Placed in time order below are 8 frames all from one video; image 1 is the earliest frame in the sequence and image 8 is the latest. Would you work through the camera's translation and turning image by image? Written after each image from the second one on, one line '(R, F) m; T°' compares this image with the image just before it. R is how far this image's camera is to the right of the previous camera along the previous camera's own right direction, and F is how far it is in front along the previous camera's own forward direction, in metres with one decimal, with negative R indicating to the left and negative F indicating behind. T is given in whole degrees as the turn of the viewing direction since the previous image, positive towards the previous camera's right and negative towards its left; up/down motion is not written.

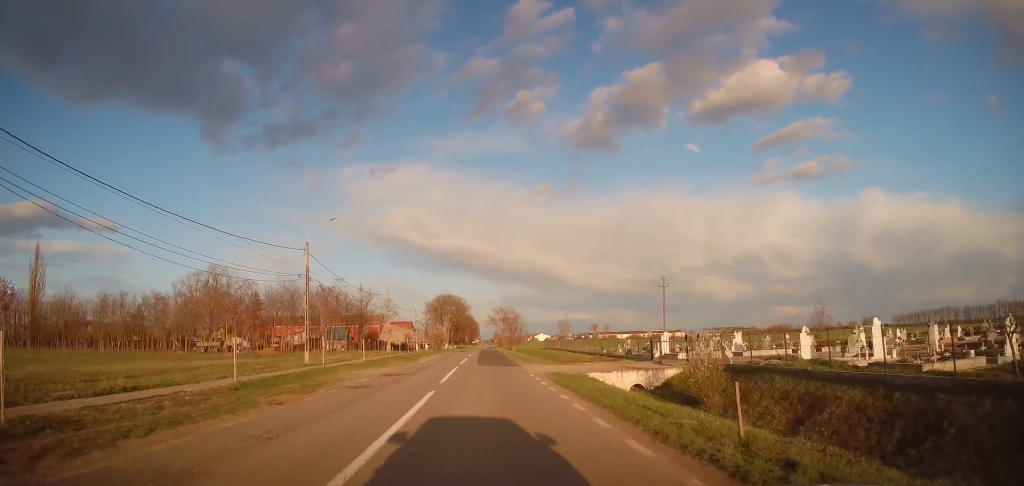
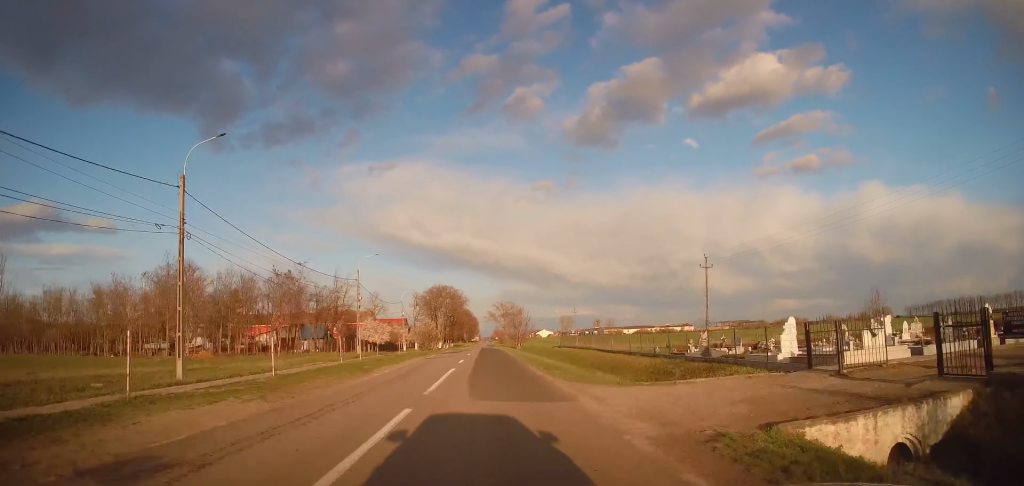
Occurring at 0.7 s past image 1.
(+0.2, +15.6) m; +1°
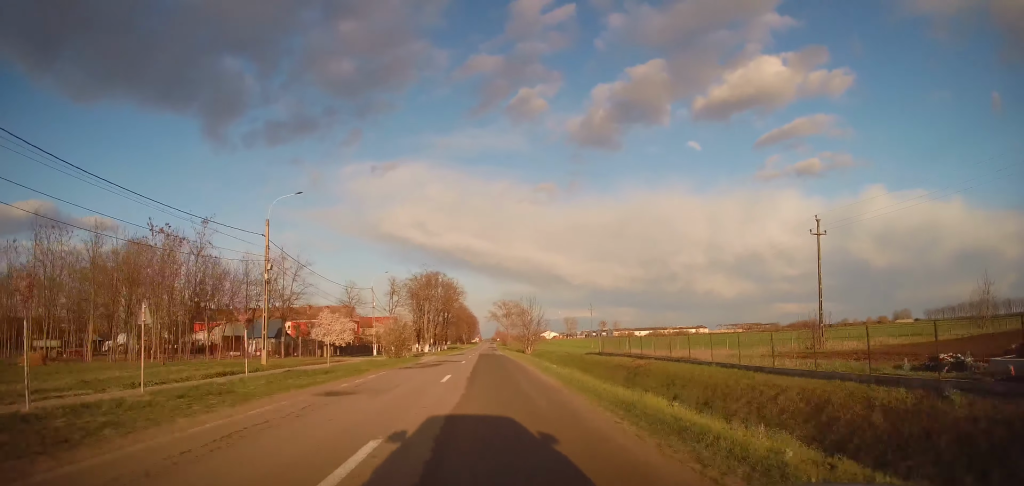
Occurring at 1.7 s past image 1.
(+0.3, +22.7) m; +1°
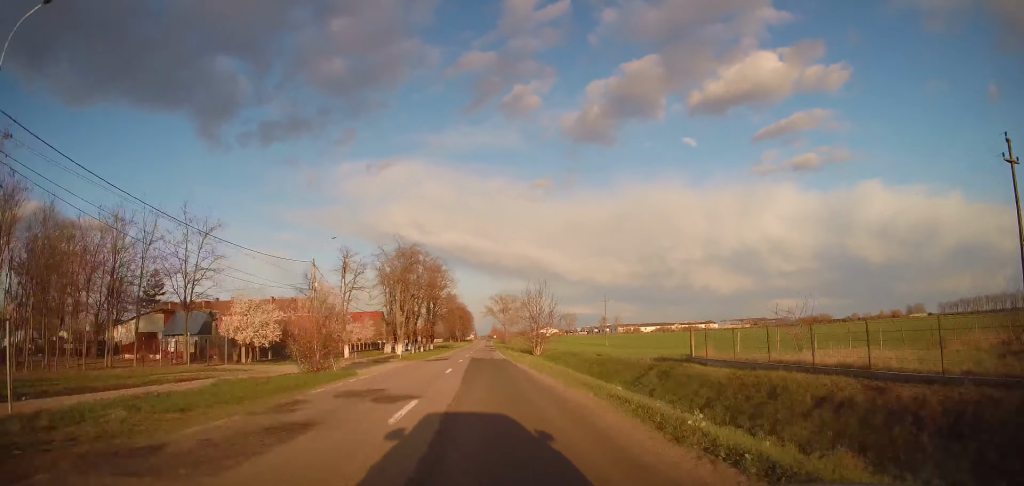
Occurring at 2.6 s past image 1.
(0.0, +20.0) m; 0°
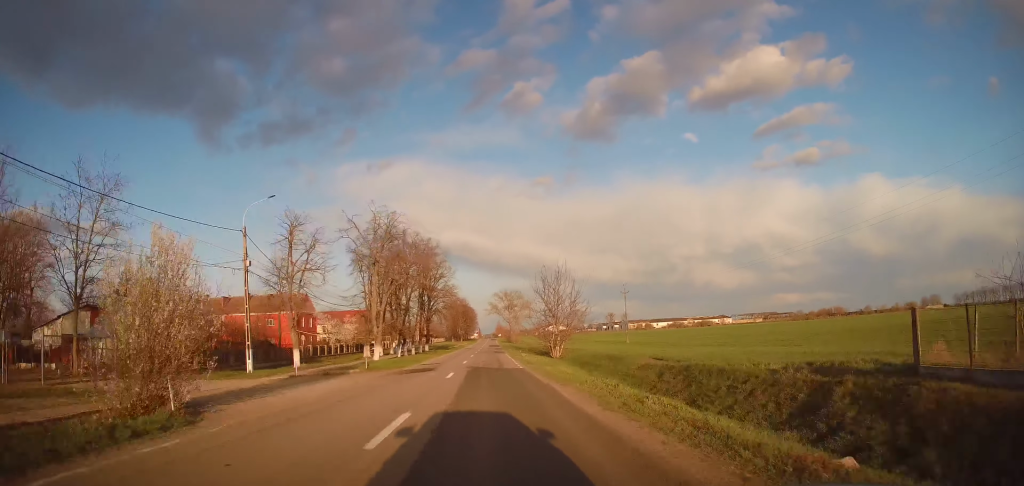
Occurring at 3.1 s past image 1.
(+0.1, +13.2) m; -1°
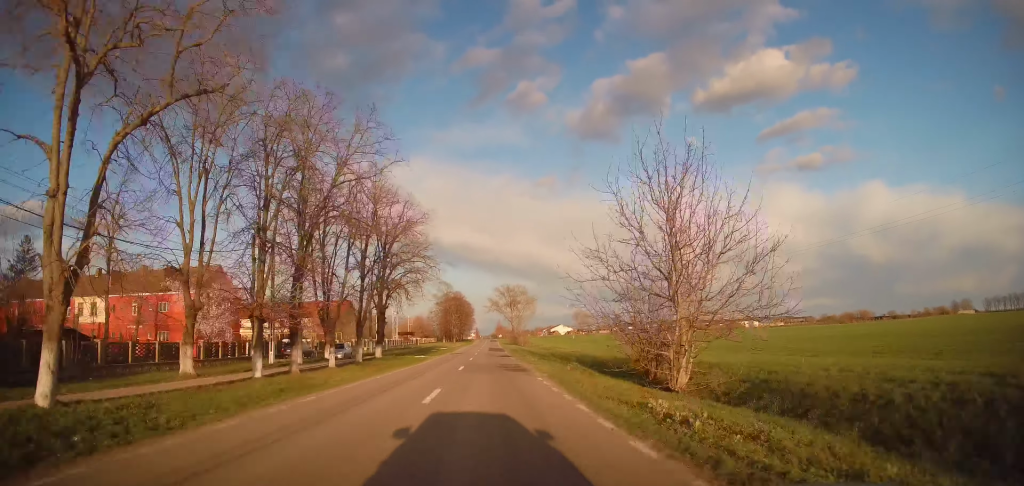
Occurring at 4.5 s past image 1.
(-0.5, +32.6) m; 0°
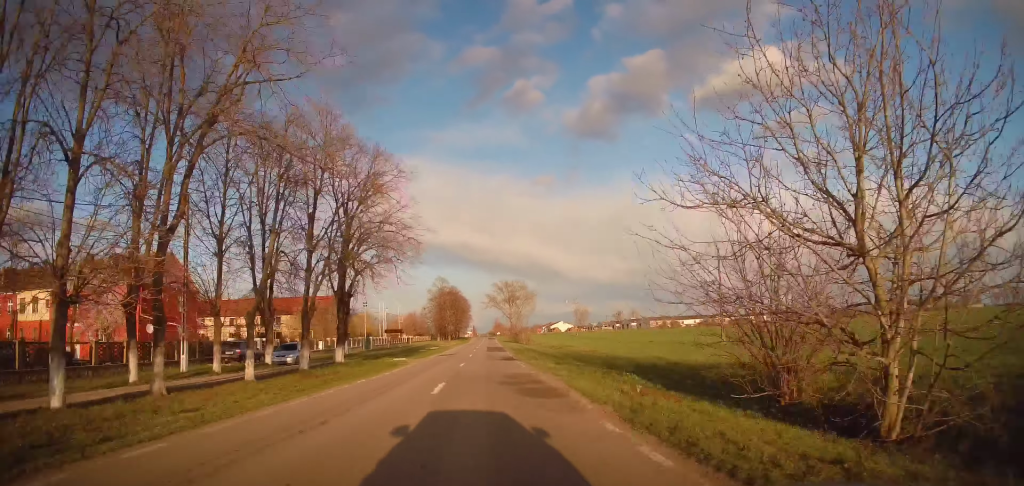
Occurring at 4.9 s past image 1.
(+0.2, +10.5) m; +1°
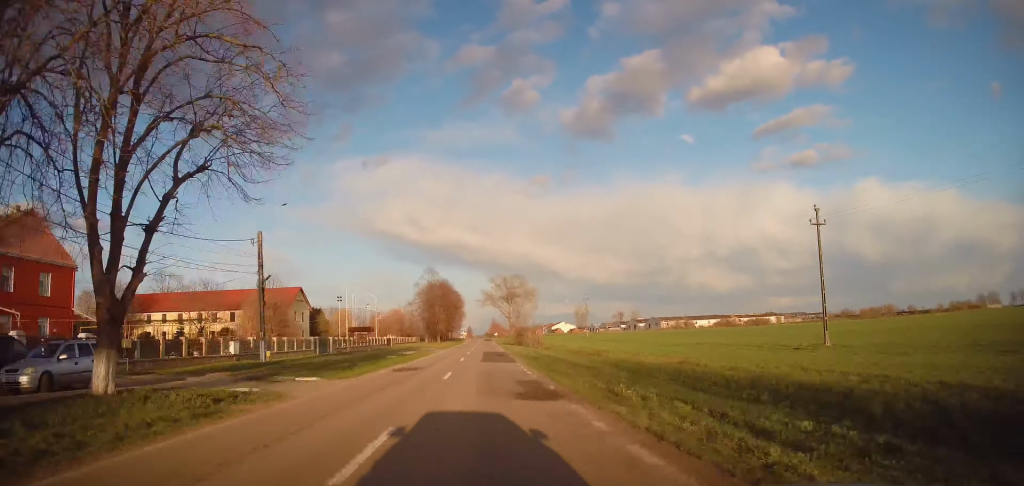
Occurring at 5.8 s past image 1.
(+0.2, +20.4) m; 0°
